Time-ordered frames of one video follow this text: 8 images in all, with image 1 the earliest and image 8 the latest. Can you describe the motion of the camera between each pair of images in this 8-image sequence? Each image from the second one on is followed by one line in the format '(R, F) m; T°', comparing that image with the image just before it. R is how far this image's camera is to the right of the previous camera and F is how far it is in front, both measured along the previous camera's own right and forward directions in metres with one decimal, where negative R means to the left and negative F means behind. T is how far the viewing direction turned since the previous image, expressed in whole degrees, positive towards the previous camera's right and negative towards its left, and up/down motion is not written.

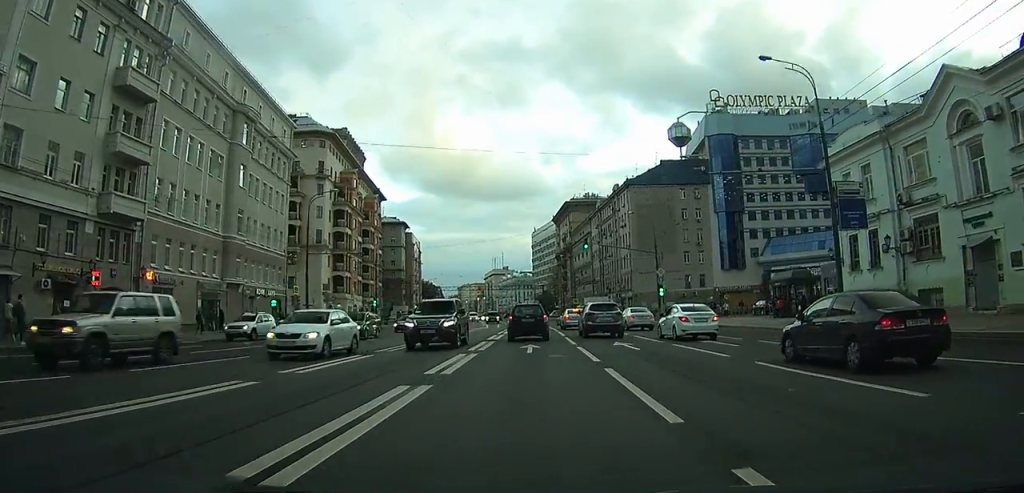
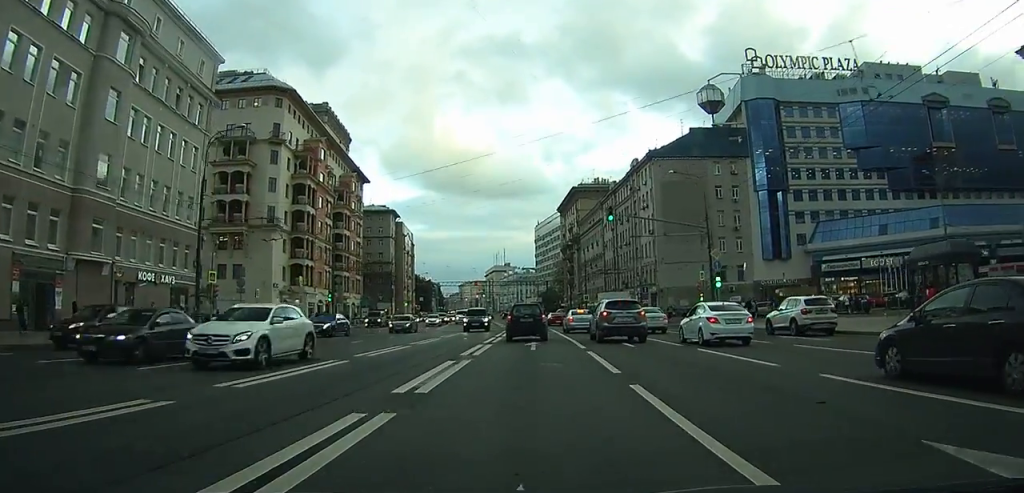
(-0.3, +19.3) m; -1°
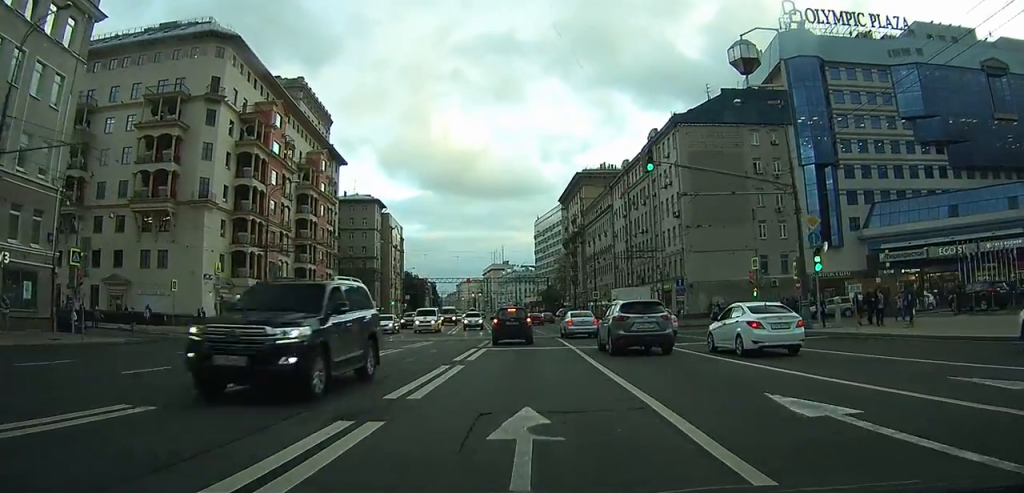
(+0.1, +16.5) m; 0°
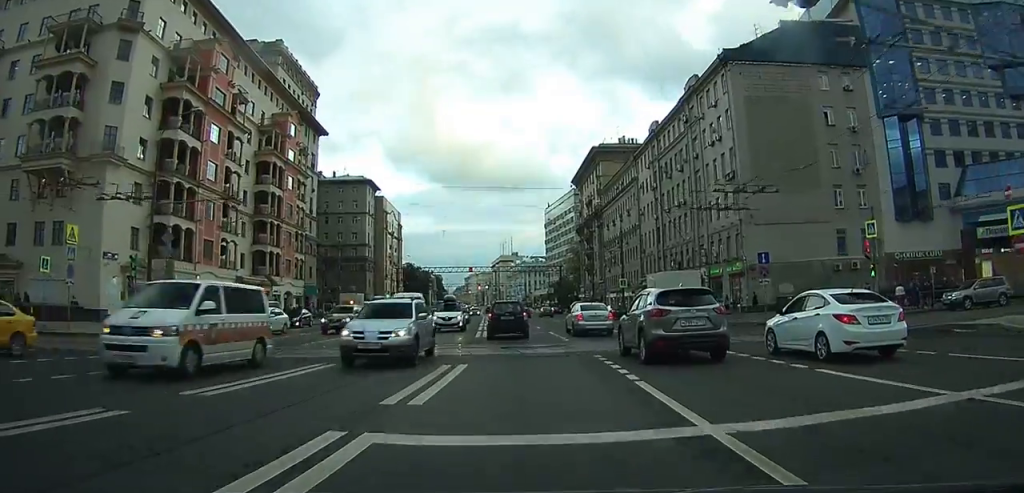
(0.0, +16.7) m; -2°
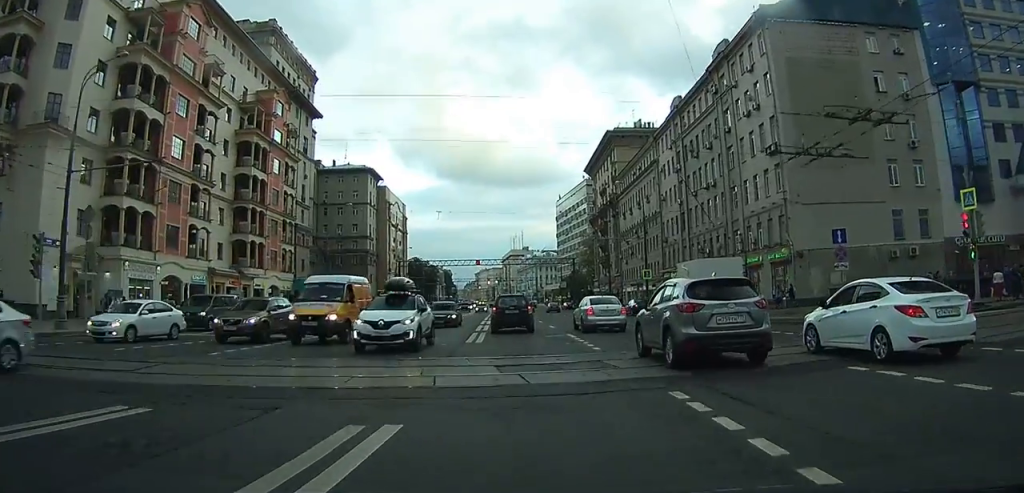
(-0.1, +7.9) m; -2°
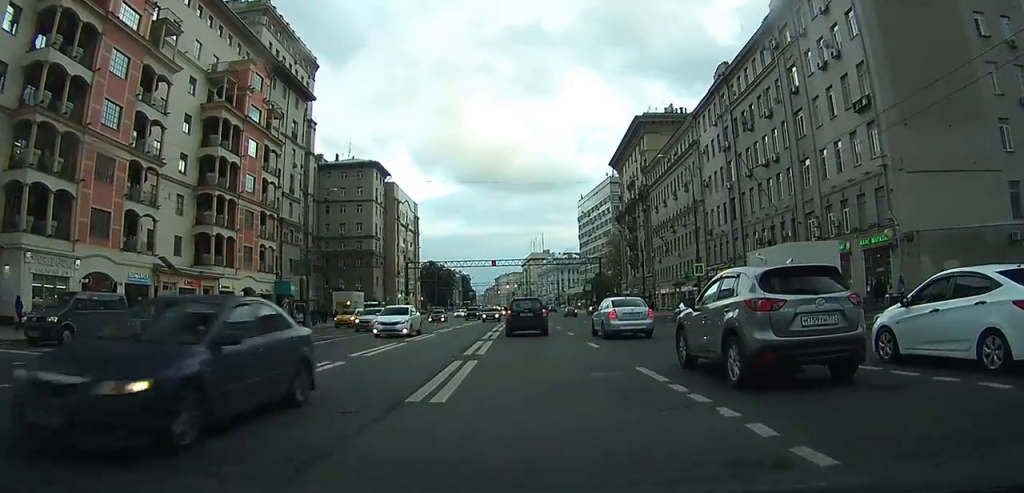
(-0.3, +12.2) m; -2°
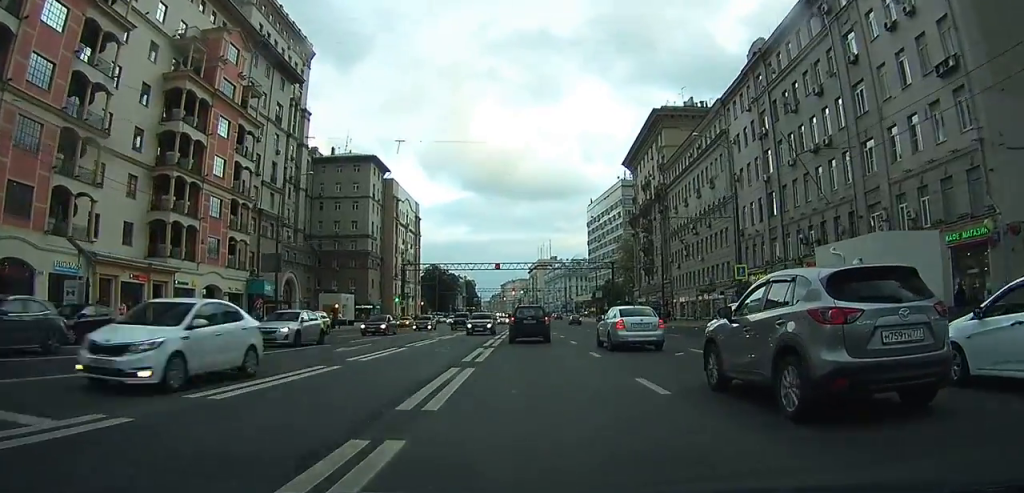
(-0.1, +8.7) m; -1°
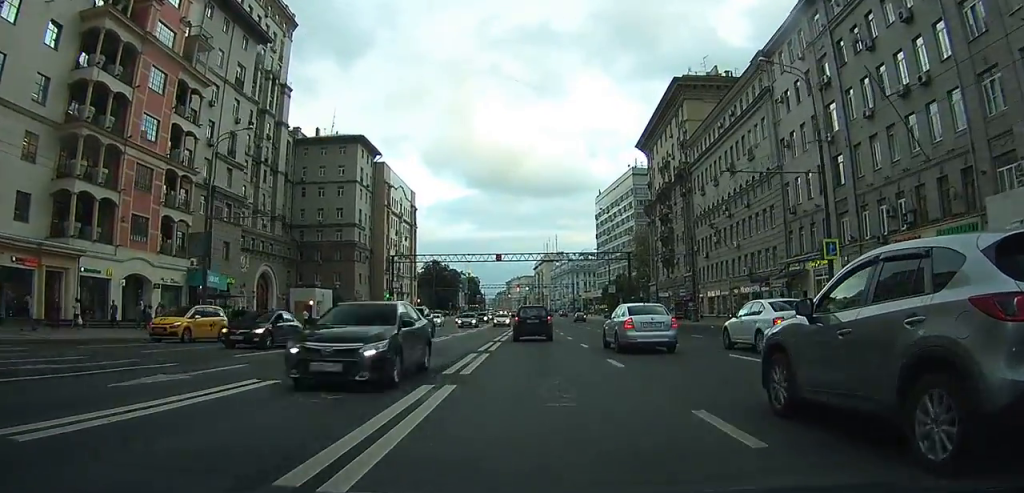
(-0.1, +12.4) m; -1°
